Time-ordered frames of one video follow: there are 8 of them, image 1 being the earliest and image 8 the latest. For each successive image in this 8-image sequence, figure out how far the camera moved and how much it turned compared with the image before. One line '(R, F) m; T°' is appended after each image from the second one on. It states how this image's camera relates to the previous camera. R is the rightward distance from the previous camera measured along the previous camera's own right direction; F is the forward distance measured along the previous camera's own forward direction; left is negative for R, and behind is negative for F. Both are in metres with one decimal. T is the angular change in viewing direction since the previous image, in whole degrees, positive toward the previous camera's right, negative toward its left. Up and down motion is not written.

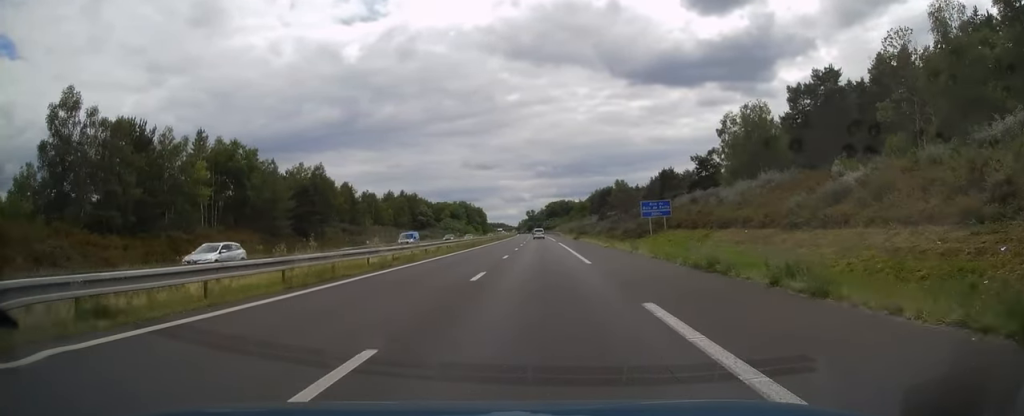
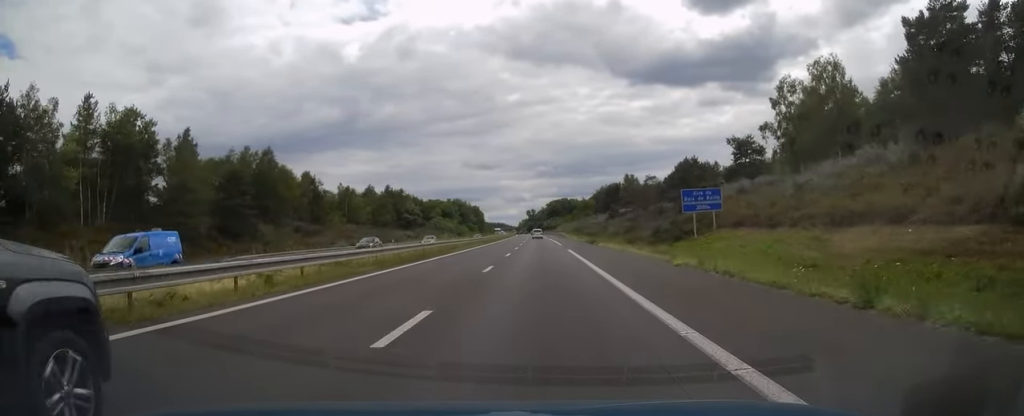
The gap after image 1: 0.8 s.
(0.0, +22.5) m; 0°
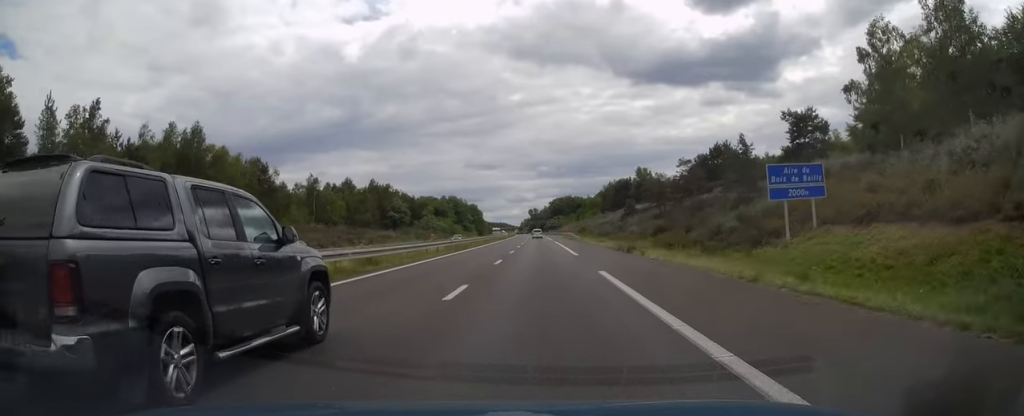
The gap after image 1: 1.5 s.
(0.0, +21.0) m; 0°
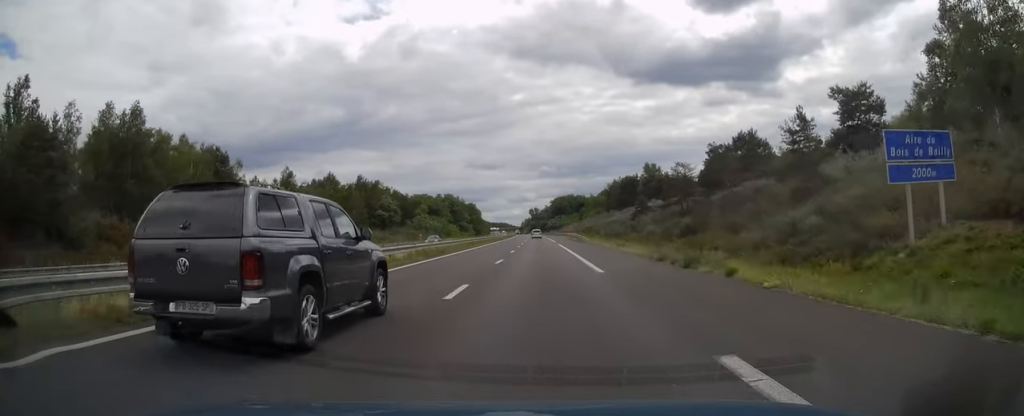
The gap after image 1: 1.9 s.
(0.0, +12.7) m; 0°
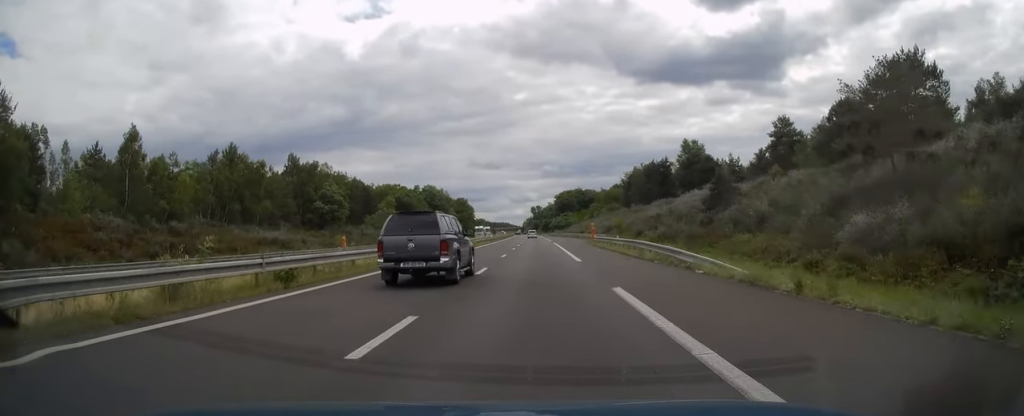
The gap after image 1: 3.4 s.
(-0.2, +44.5) m; 0°
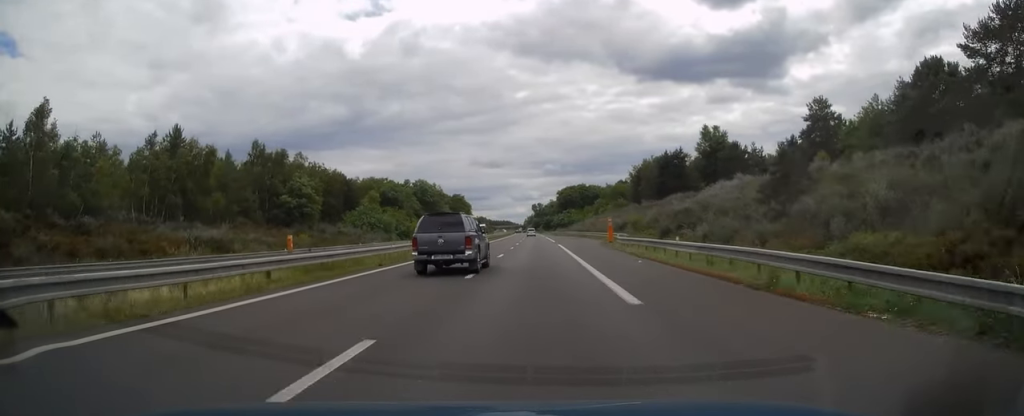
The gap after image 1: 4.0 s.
(0.0, +15.2) m; 0°
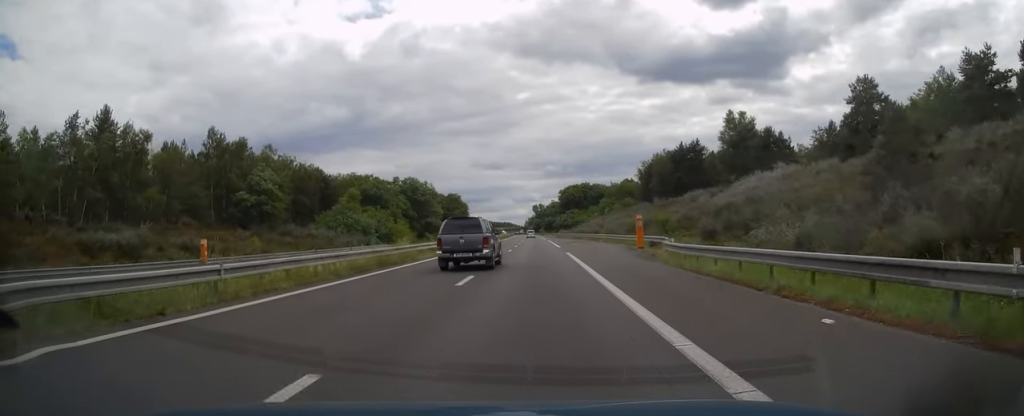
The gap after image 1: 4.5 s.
(0.0, +14.8) m; 0°
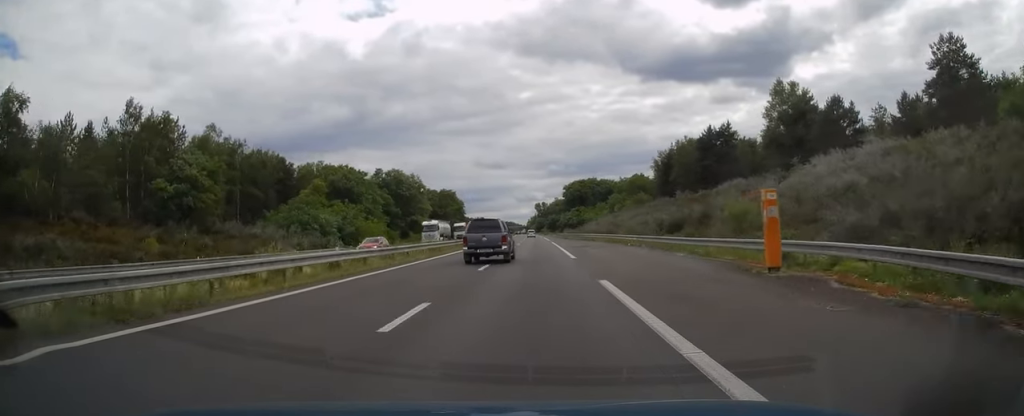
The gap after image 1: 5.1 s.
(0.0, +20.2) m; 0°
